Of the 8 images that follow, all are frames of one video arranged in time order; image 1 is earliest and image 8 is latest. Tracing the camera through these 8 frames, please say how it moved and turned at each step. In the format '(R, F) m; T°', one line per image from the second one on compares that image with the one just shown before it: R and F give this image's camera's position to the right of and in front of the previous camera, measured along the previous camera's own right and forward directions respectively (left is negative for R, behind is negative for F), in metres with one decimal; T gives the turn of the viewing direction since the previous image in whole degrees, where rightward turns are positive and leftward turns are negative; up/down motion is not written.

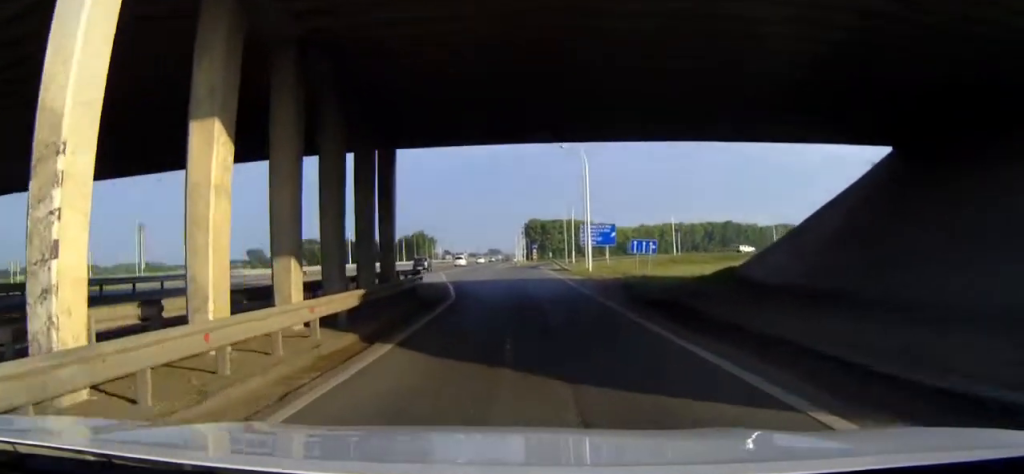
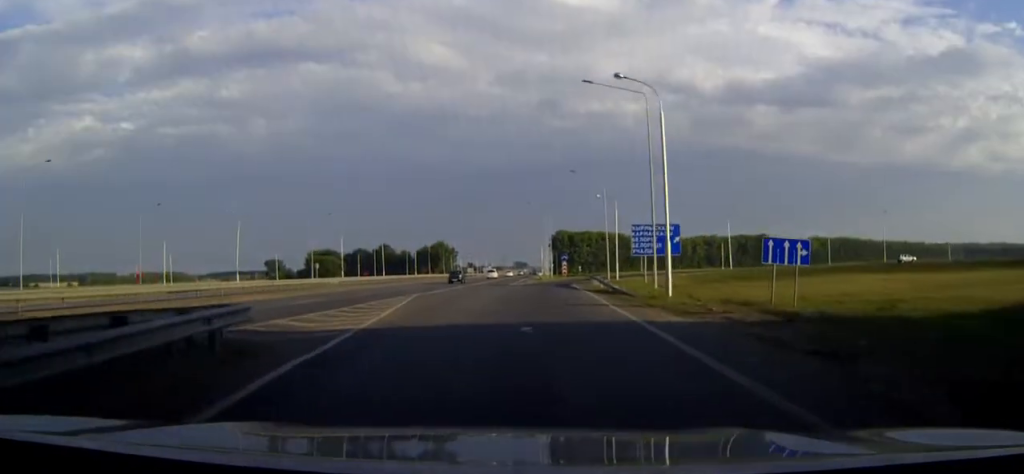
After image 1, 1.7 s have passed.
(-0.3, +24.9) m; -2°
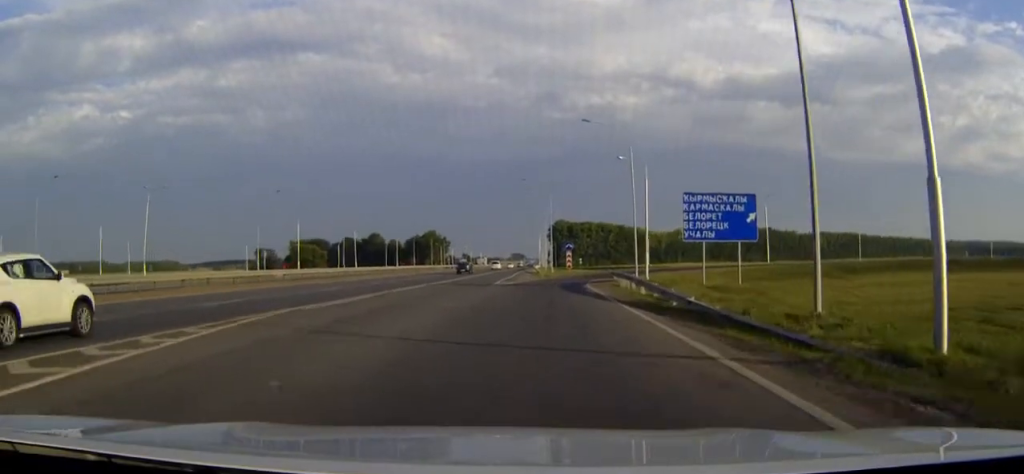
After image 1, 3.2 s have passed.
(-0.4, +21.6) m; 0°
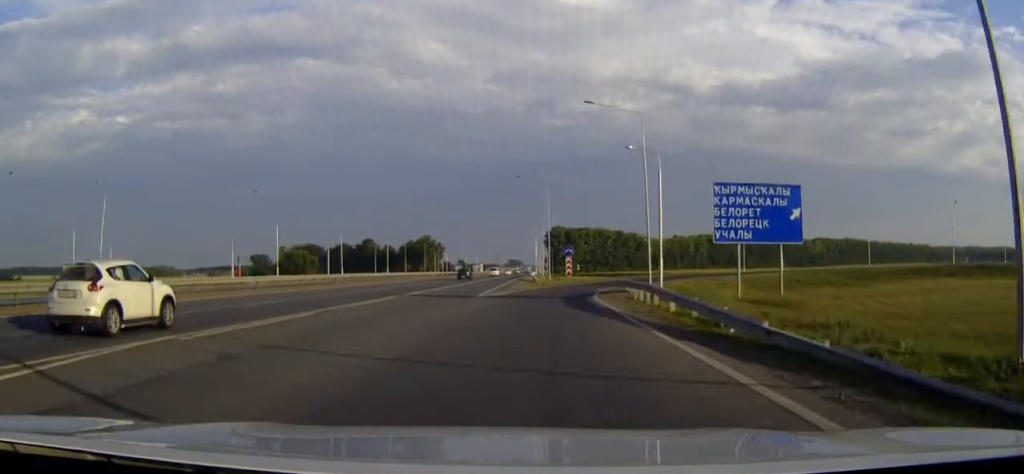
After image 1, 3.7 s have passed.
(+0.1, +7.3) m; +1°
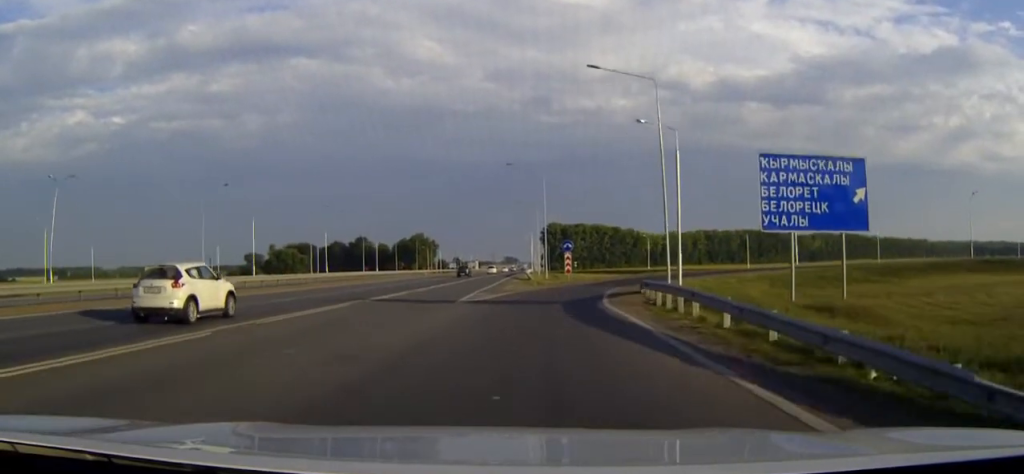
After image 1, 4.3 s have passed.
(+0.1, +7.2) m; +1°
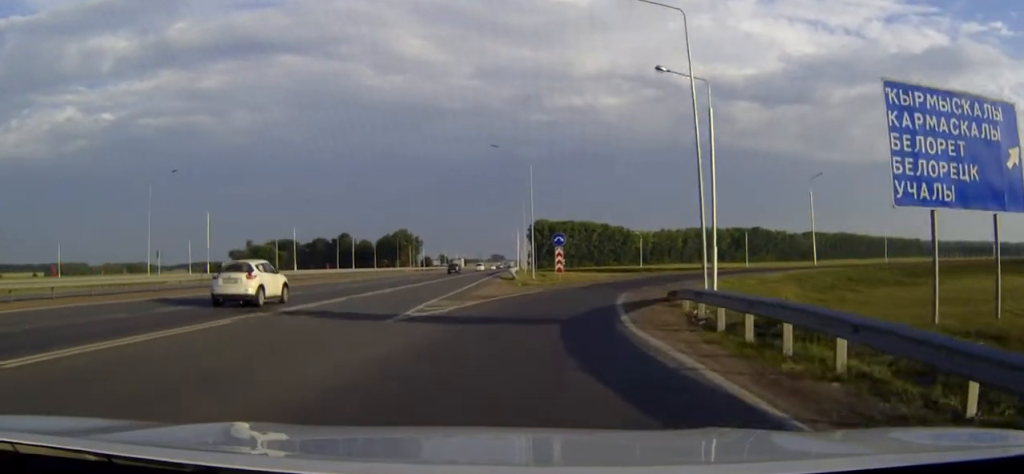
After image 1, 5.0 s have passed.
(+0.1, +10.2) m; +1°
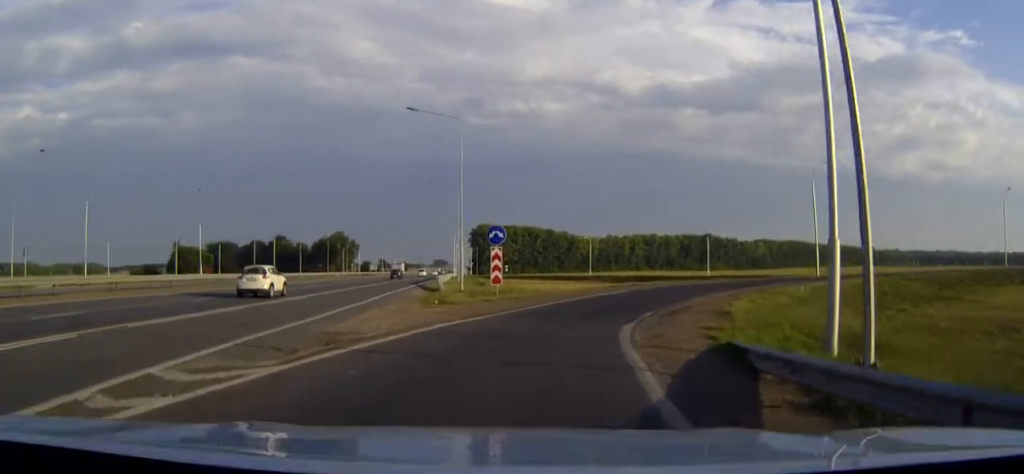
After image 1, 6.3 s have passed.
(+0.4, +16.2) m; +4°
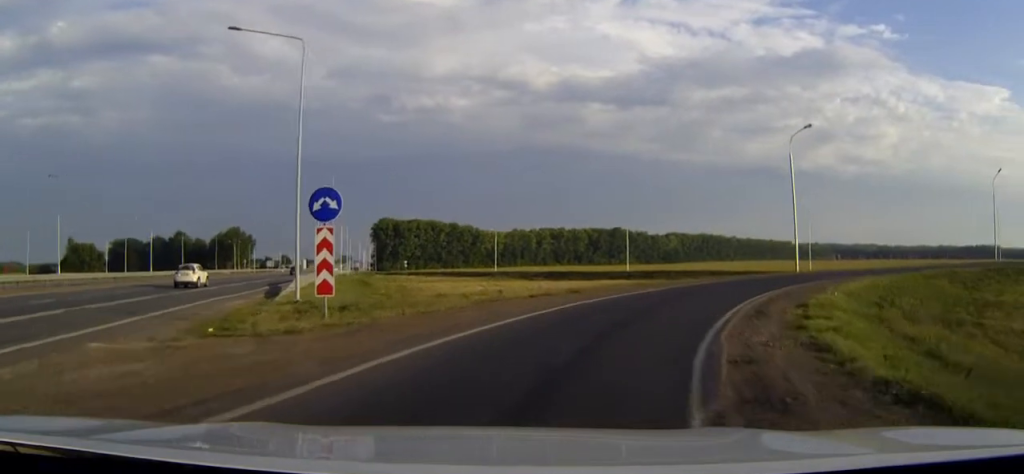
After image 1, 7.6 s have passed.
(+1.1, +15.7) m; +10°
